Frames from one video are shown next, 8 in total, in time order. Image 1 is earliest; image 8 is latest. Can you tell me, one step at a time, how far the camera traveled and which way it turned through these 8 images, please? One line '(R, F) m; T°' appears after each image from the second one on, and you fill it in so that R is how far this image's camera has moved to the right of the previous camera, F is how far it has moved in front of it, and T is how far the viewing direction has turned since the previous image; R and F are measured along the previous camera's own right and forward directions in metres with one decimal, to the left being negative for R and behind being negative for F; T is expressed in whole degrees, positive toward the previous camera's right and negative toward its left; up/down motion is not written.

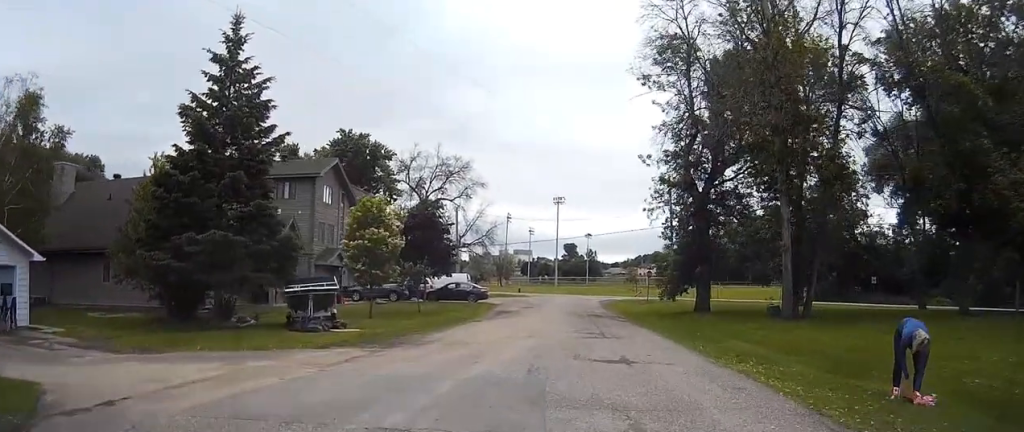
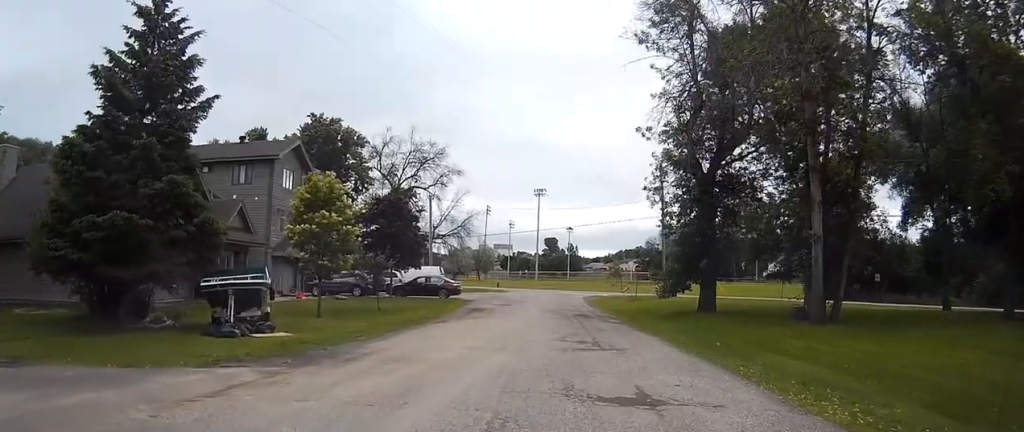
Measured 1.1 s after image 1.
(+0.1, +5.5) m; +1°
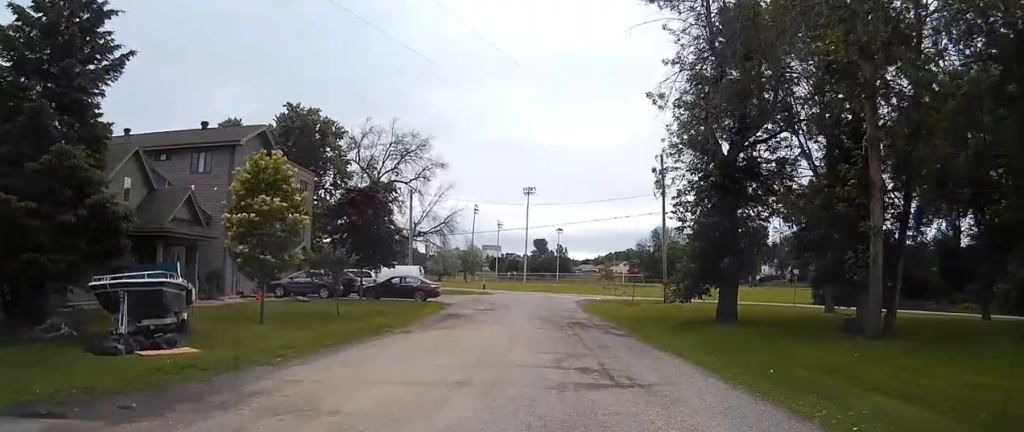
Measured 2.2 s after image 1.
(0.0, +5.4) m; 0°
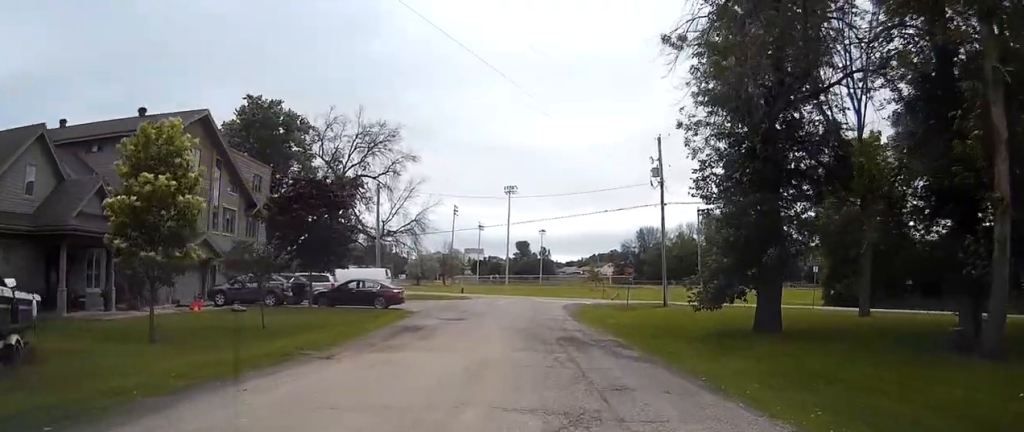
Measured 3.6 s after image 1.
(0.0, +6.9) m; +4°
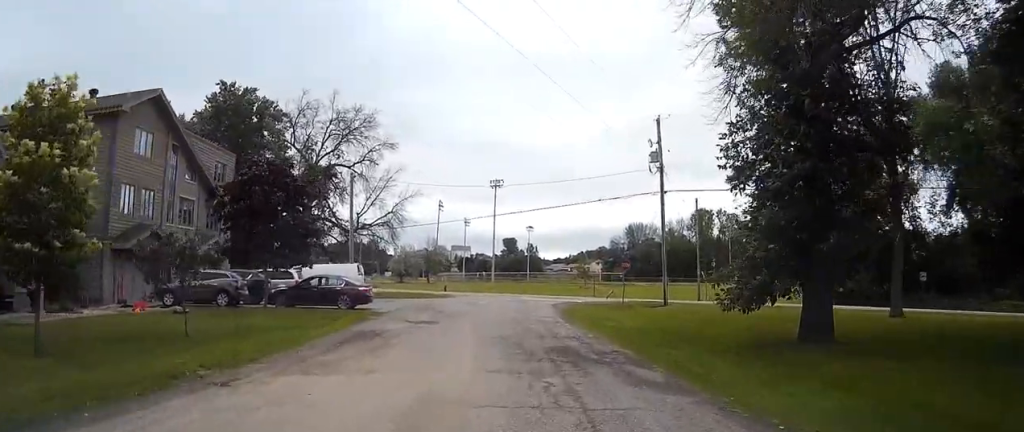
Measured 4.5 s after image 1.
(+0.4, +4.3) m; +7°
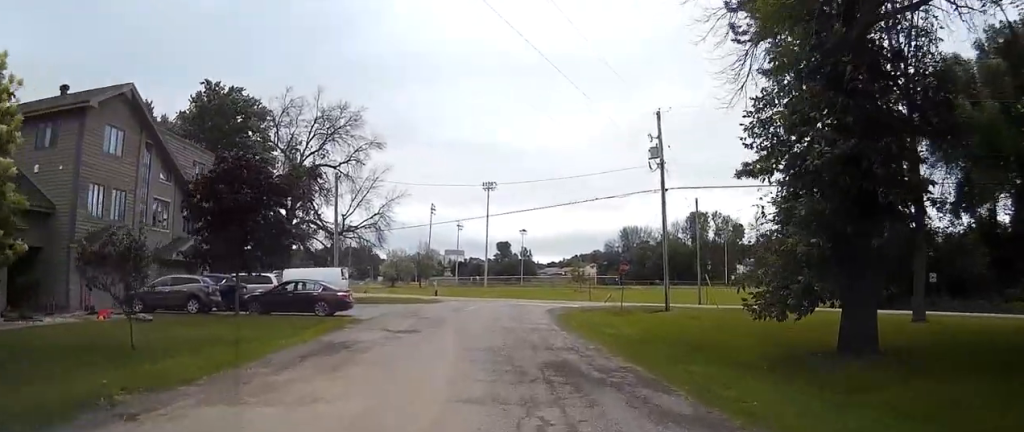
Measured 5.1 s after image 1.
(+0.1, +2.1) m; 0°
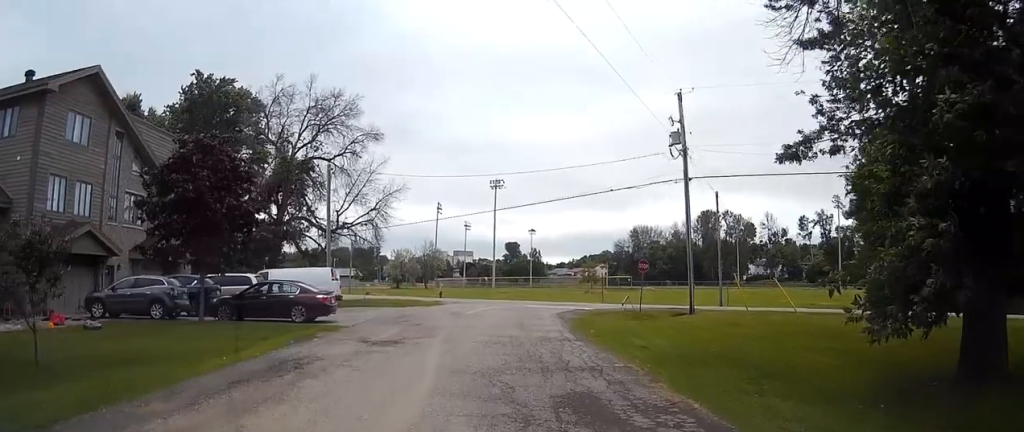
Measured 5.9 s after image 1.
(0.0, +3.0) m; -1°
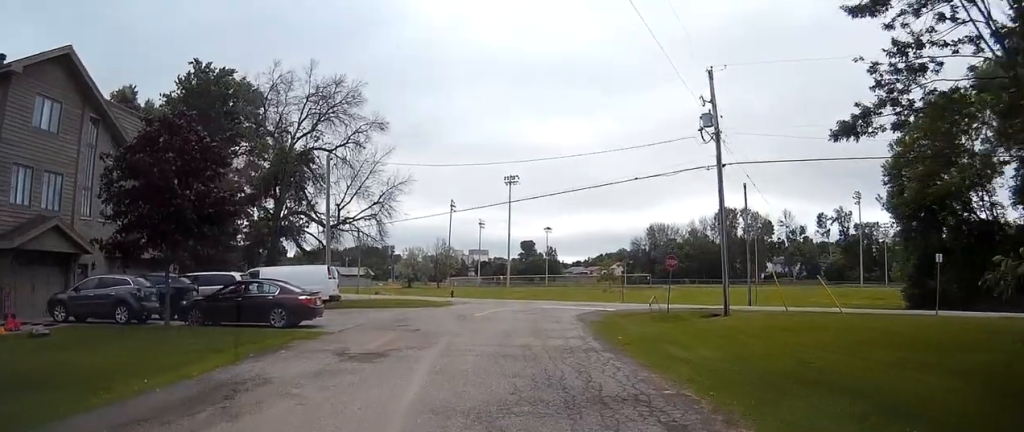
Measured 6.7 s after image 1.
(-0.1, +2.3) m; -2°
